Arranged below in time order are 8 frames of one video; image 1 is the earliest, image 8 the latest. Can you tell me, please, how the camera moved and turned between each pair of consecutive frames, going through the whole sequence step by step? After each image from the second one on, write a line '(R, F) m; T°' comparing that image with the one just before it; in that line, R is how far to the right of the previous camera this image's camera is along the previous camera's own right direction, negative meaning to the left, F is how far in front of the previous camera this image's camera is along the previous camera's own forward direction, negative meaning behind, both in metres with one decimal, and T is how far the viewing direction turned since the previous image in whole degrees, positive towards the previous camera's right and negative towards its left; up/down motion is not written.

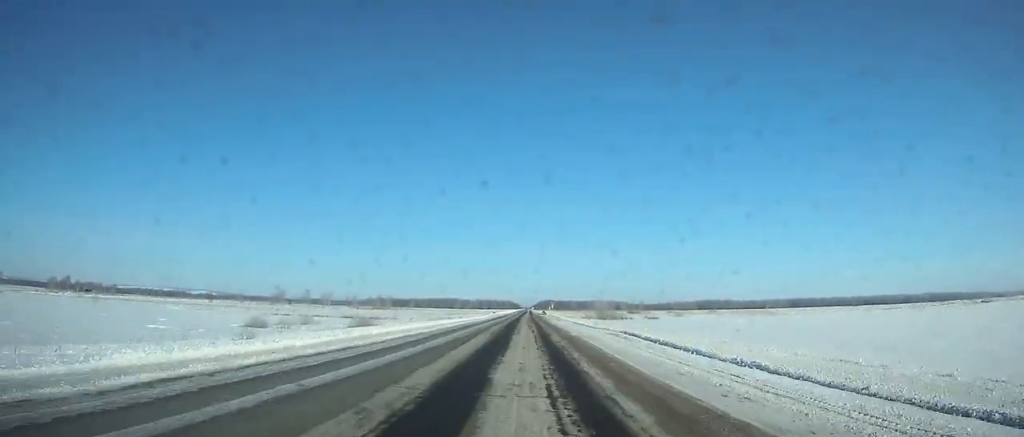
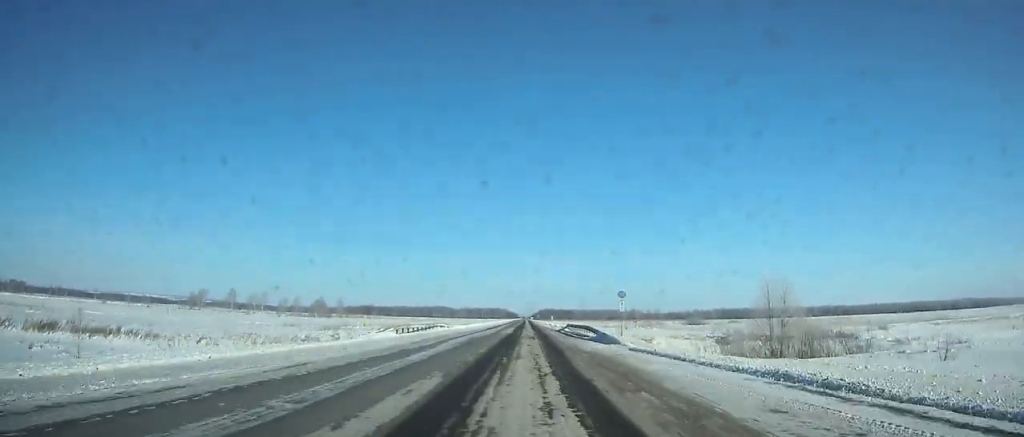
(+0.5, +110.0) m; 0°
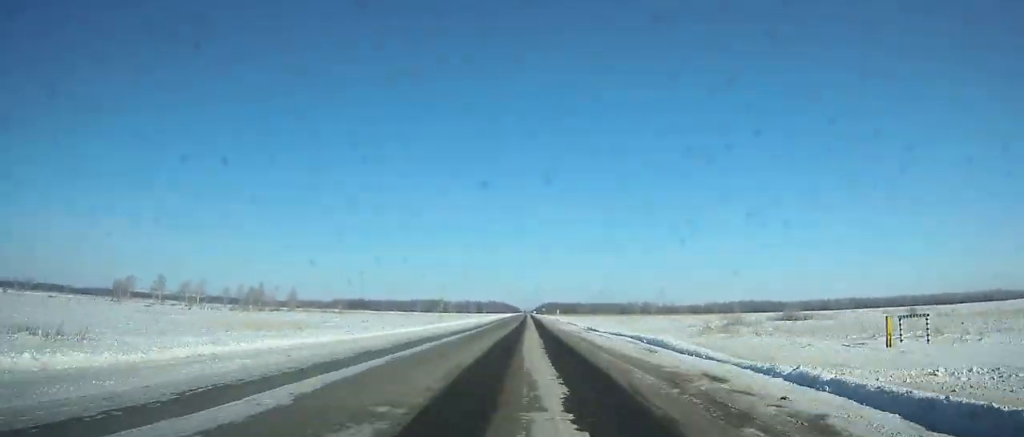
(0.0, +69.7) m; 0°
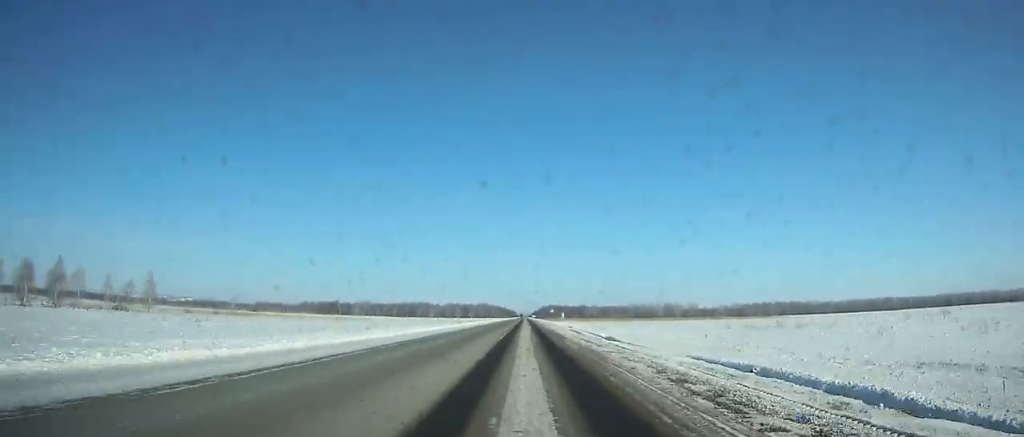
(0.0, +103.7) m; 0°
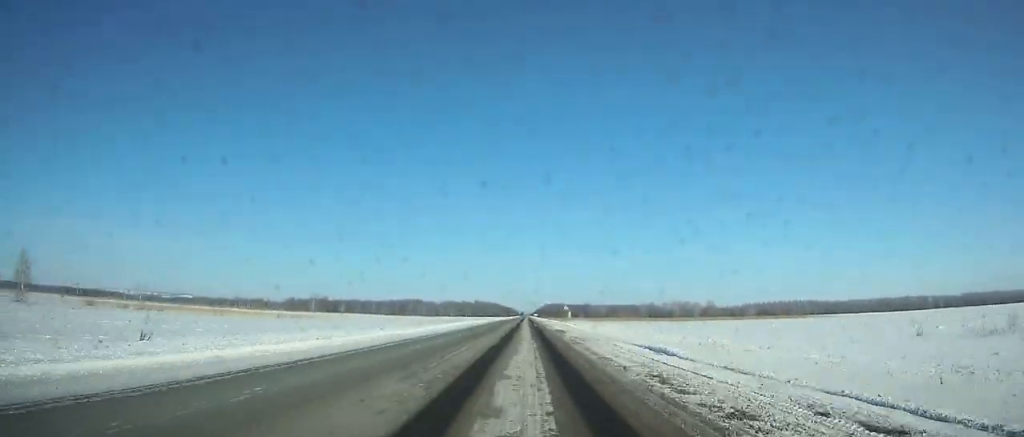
(-0.1, +49.0) m; 0°
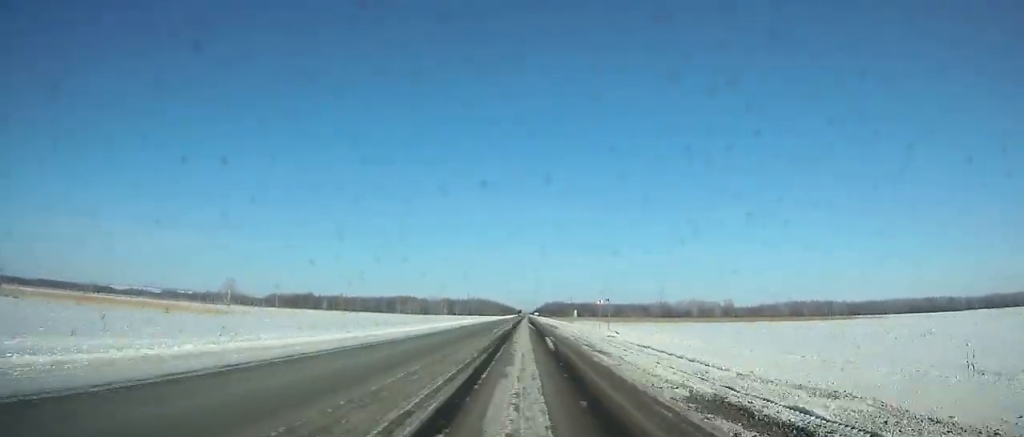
(0.0, +47.2) m; 0°
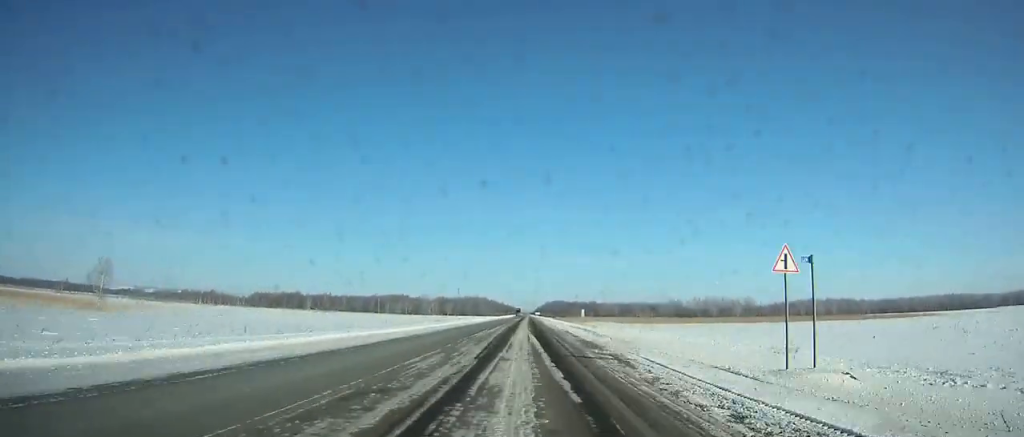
(0.0, +38.4) m; 0°
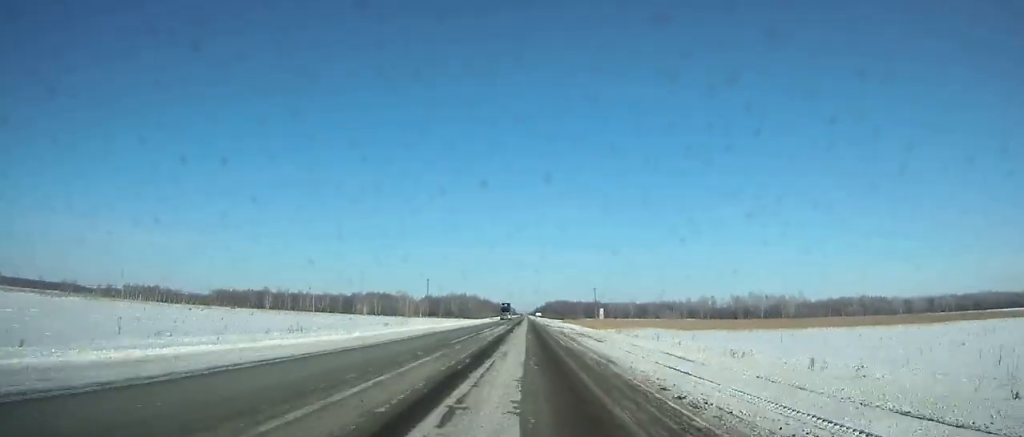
(0.0, +72.8) m; 0°
